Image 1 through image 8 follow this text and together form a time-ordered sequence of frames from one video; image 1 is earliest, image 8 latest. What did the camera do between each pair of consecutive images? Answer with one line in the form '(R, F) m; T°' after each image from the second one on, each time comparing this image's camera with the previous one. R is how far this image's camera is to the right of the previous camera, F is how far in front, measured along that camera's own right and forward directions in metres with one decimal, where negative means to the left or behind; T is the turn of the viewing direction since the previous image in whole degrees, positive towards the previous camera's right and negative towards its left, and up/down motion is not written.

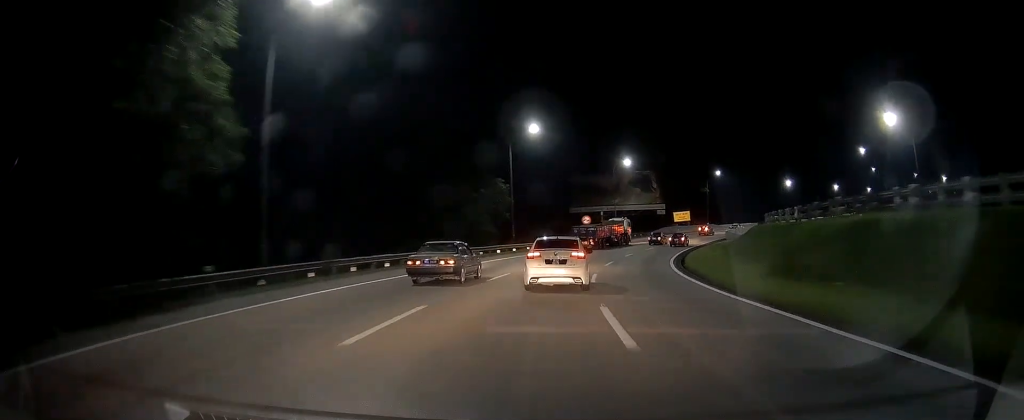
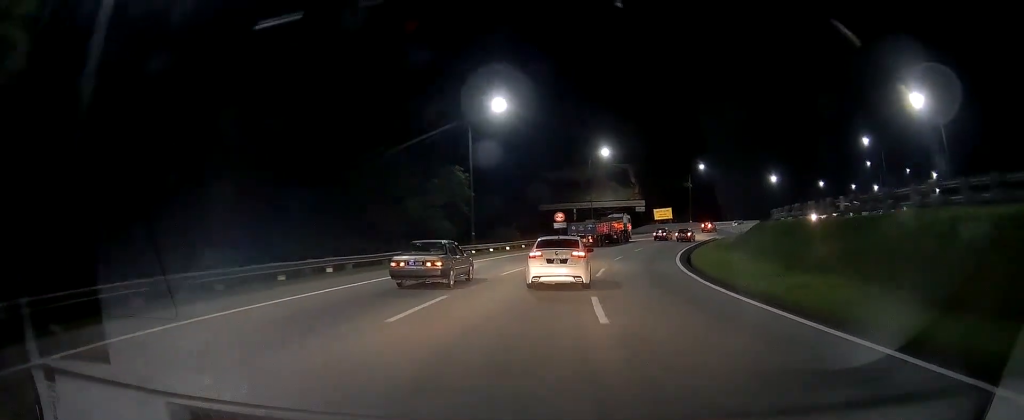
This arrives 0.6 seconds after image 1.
(+0.1, +10.5) m; +3°
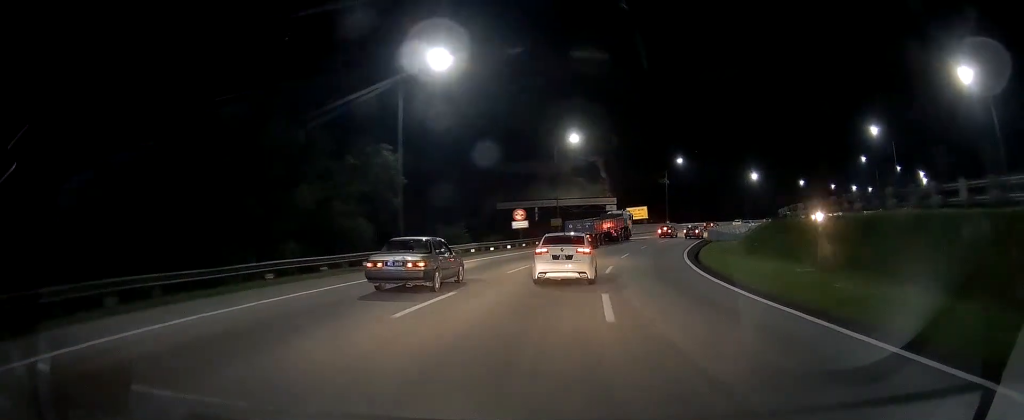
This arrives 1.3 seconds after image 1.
(+0.5, +12.8) m; +4°
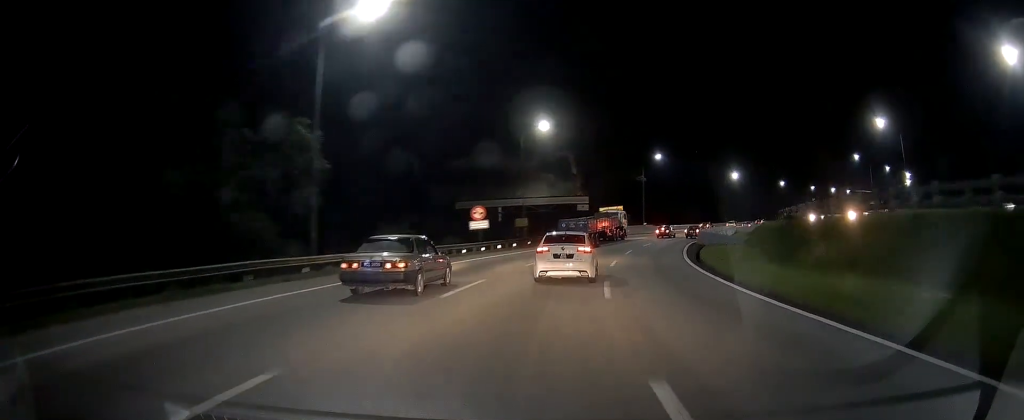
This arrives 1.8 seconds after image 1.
(+0.3, +9.1) m; +3°
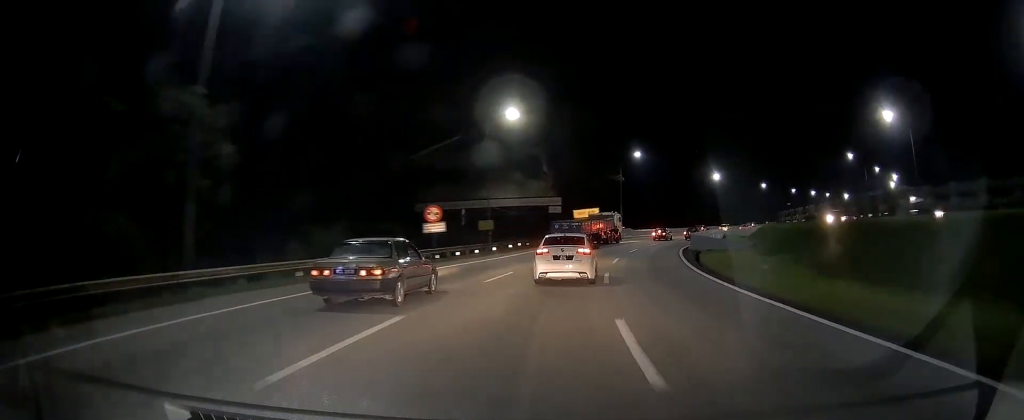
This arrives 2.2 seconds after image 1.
(+0.2, +7.8) m; +3°
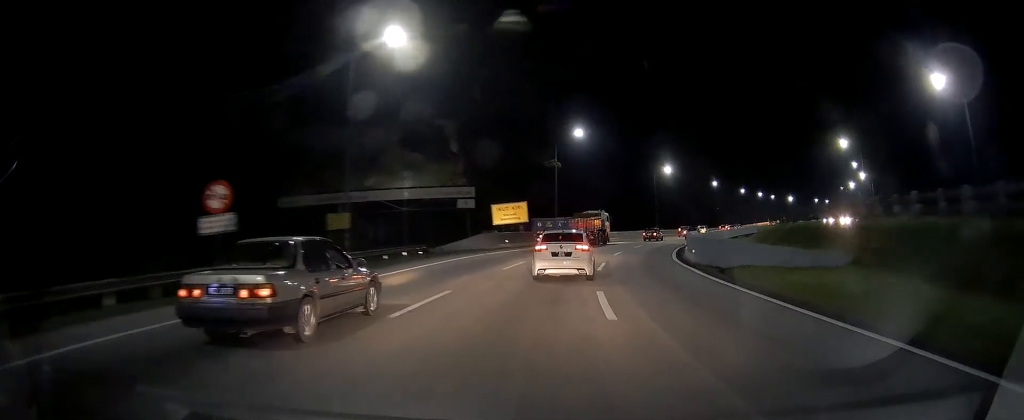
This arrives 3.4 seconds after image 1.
(+1.2, +21.1) m; +7°
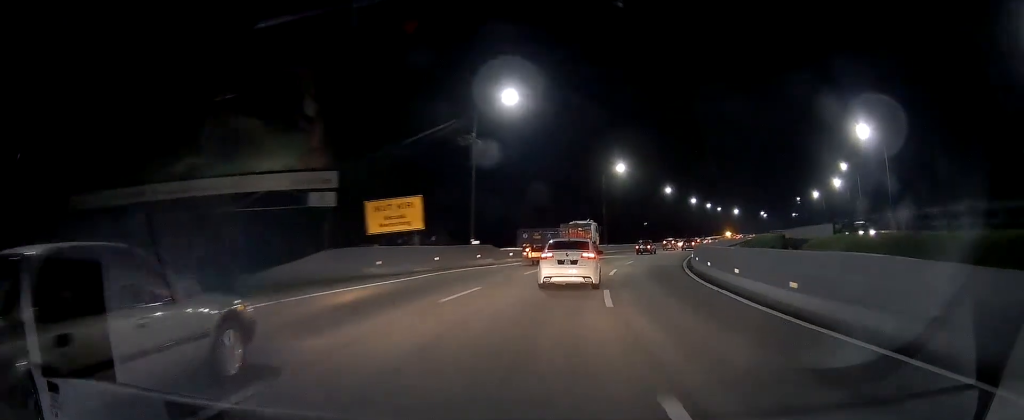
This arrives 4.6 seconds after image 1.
(+1.5, +21.7) m; +10°
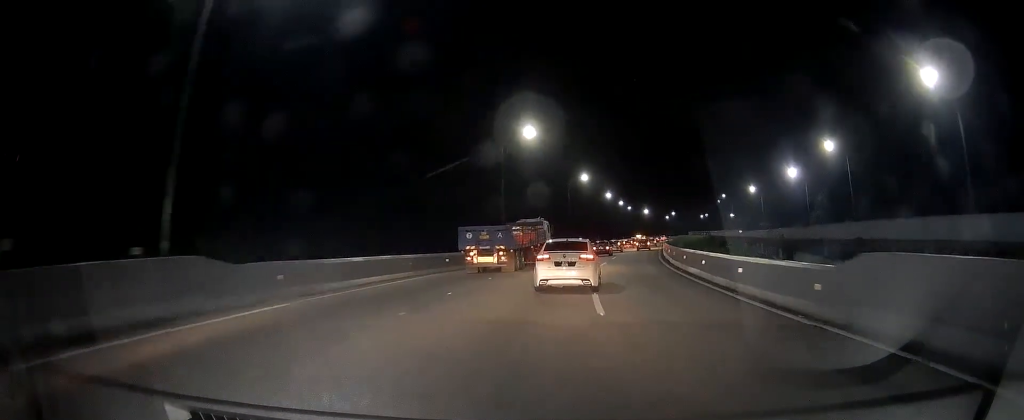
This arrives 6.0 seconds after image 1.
(+3.3, +26.3) m; +10°
